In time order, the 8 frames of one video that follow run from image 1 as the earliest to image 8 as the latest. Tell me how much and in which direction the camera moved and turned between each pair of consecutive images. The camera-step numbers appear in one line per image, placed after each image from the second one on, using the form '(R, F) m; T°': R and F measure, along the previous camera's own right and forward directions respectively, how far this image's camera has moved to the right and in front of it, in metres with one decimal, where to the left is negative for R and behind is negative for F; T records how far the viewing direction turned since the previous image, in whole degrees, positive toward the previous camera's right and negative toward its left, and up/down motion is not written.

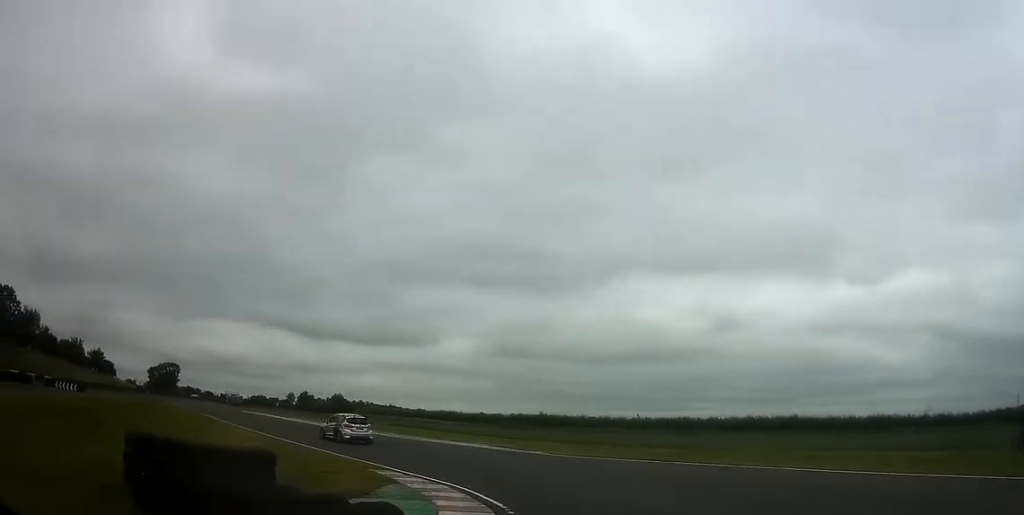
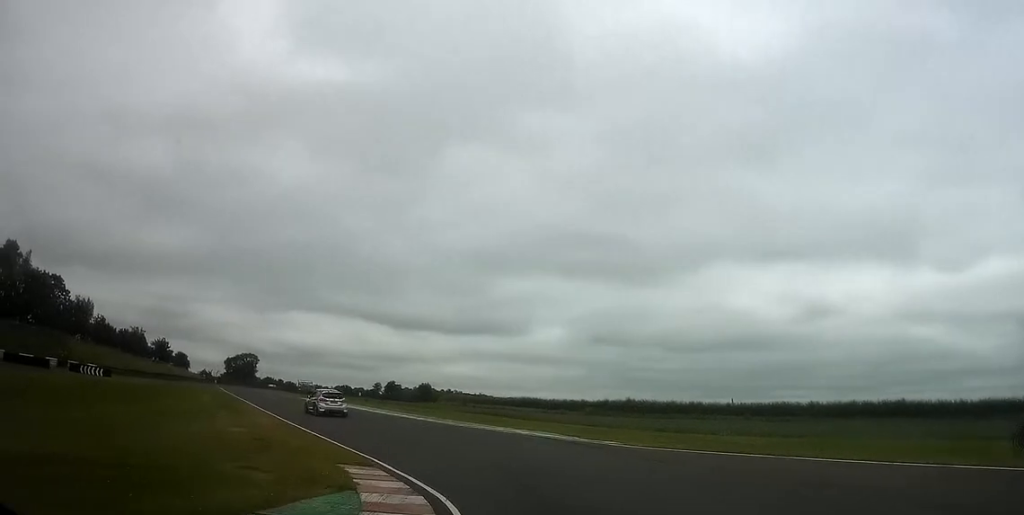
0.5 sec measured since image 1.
(-0.2, +8.6) m; -9°
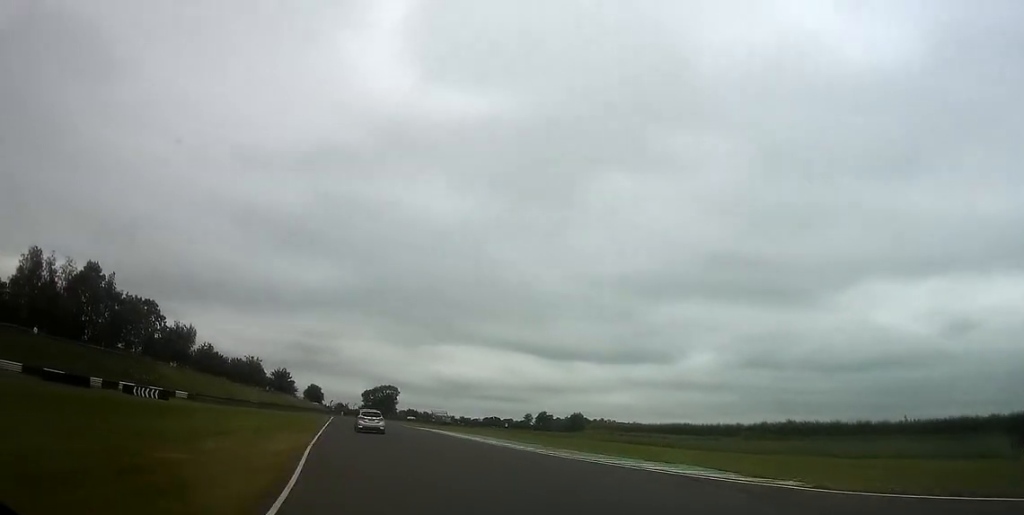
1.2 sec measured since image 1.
(-1.5, +11.2) m; -10°
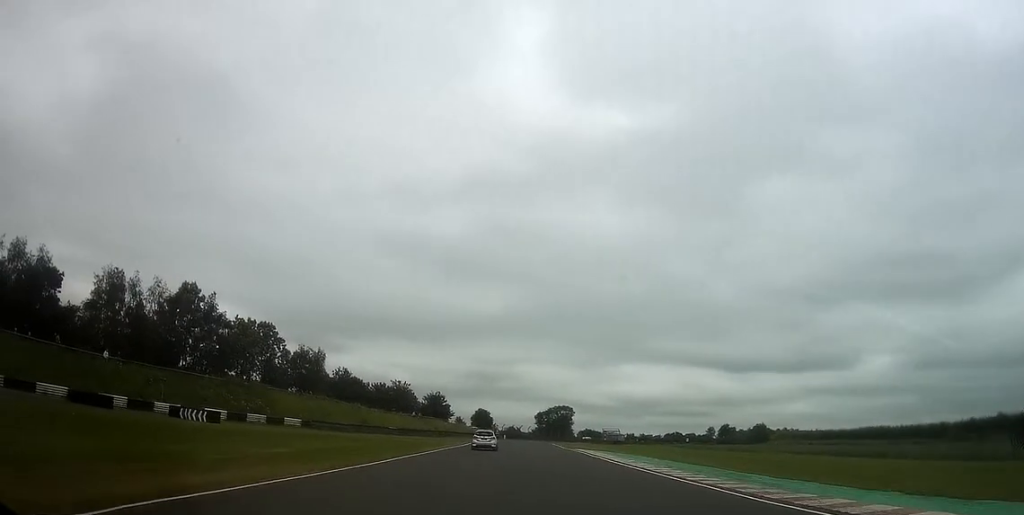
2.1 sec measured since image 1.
(-1.7, +15.3) m; -9°
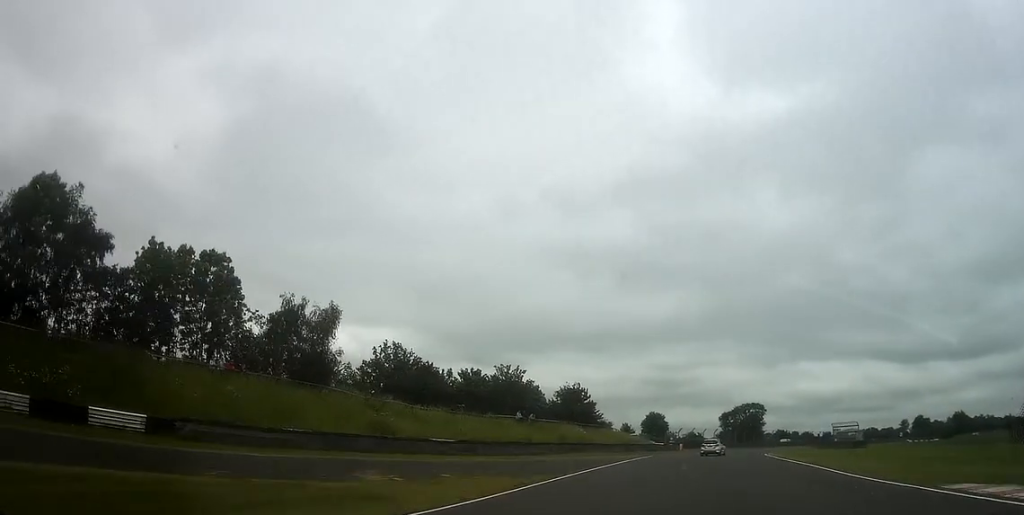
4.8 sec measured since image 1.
(-4.4, +55.1) m; -5°
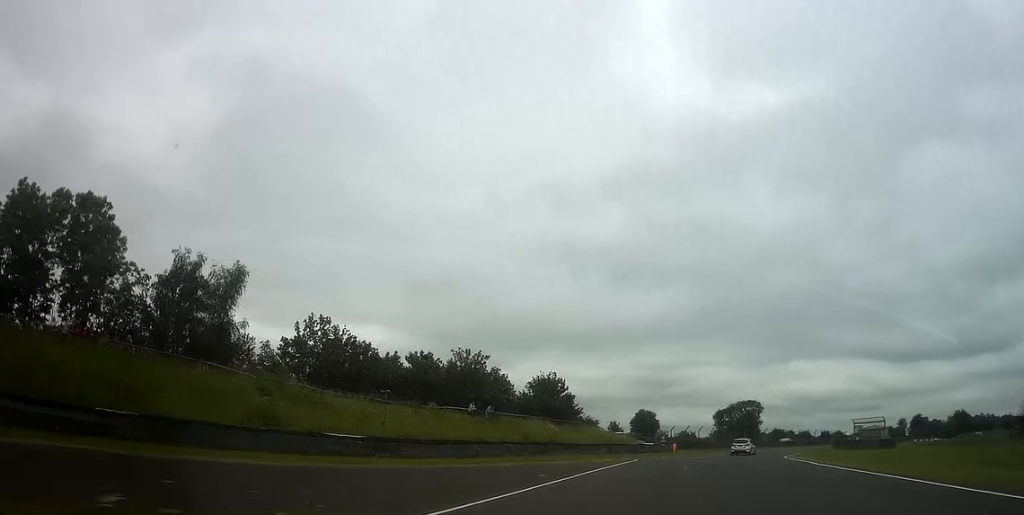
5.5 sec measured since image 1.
(+0.1, +14.4) m; +2°
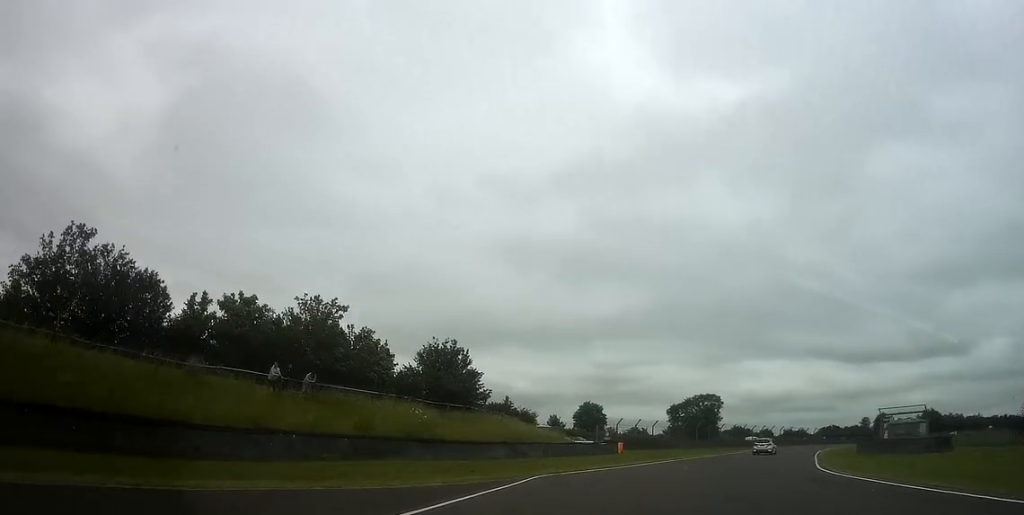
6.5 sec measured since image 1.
(+0.9, +23.5) m; +5°
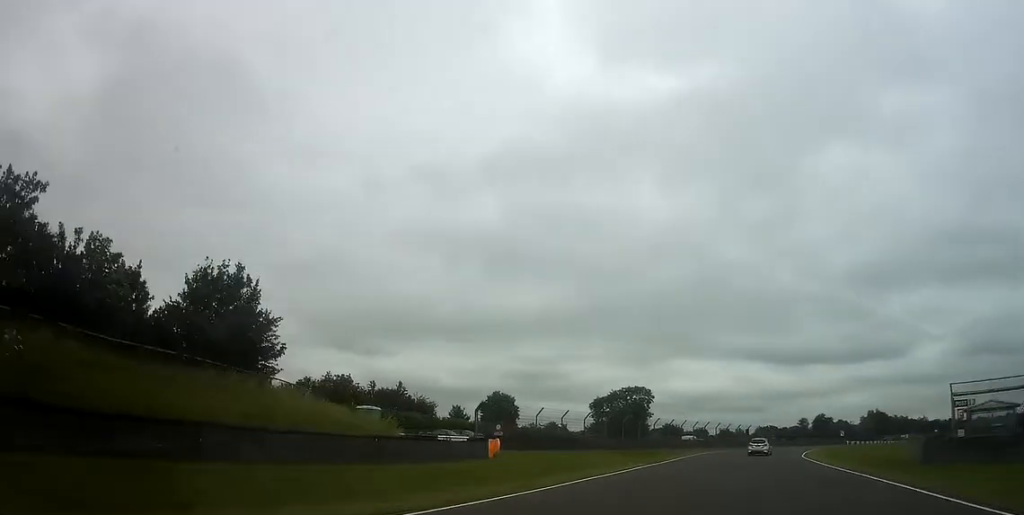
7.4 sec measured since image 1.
(+0.9, +22.3) m; +6°
